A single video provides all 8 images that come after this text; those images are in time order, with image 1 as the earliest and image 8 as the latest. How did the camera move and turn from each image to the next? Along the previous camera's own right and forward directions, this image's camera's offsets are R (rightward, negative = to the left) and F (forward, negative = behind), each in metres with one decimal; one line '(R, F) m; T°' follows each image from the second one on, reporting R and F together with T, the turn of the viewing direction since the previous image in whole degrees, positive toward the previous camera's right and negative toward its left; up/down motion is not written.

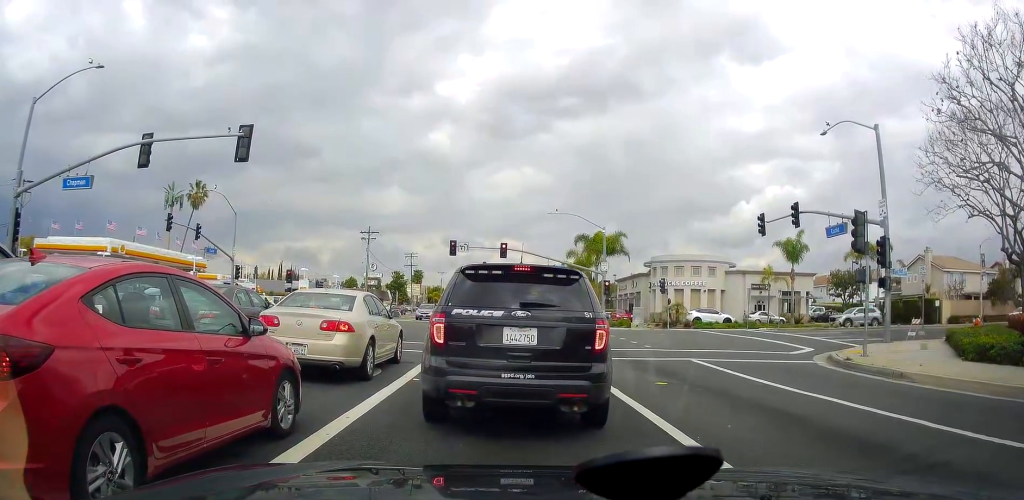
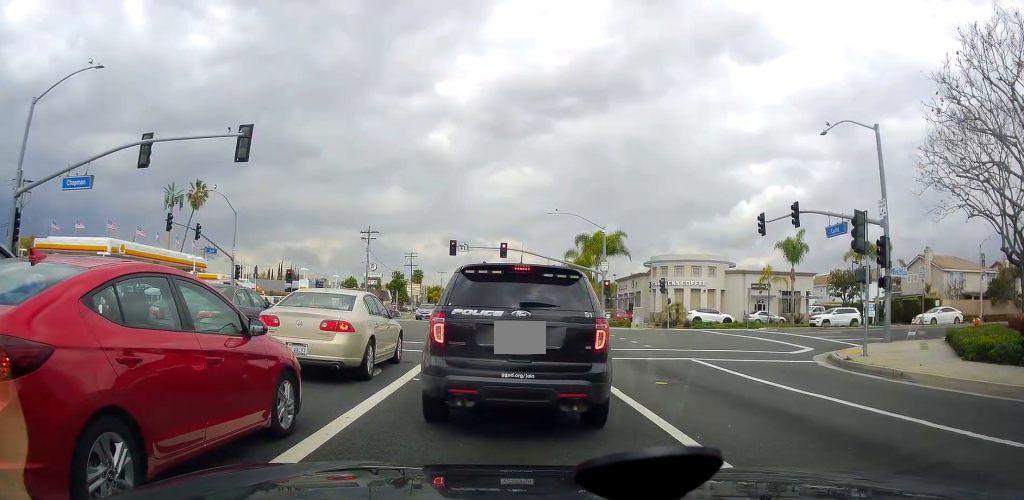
(0.0, -0.1) m; 0°
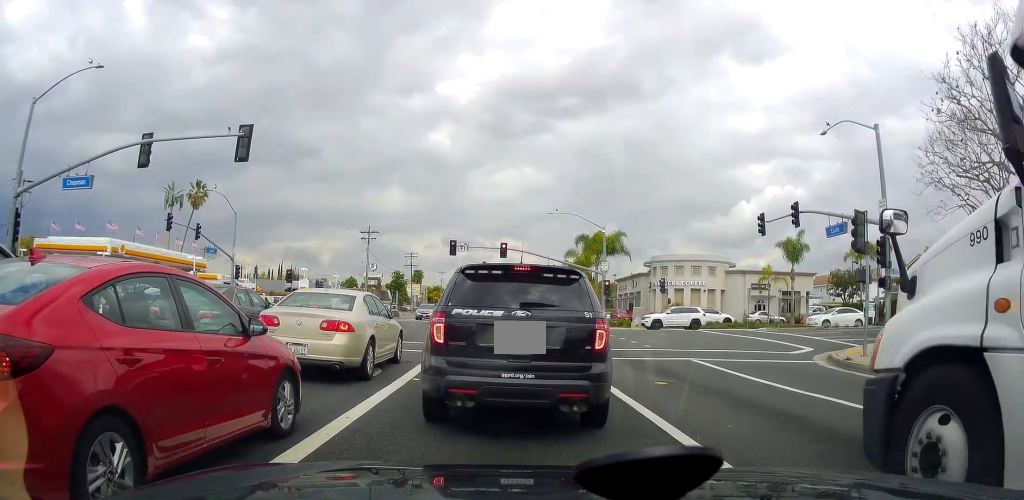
(0.0, 0.0) m; 0°
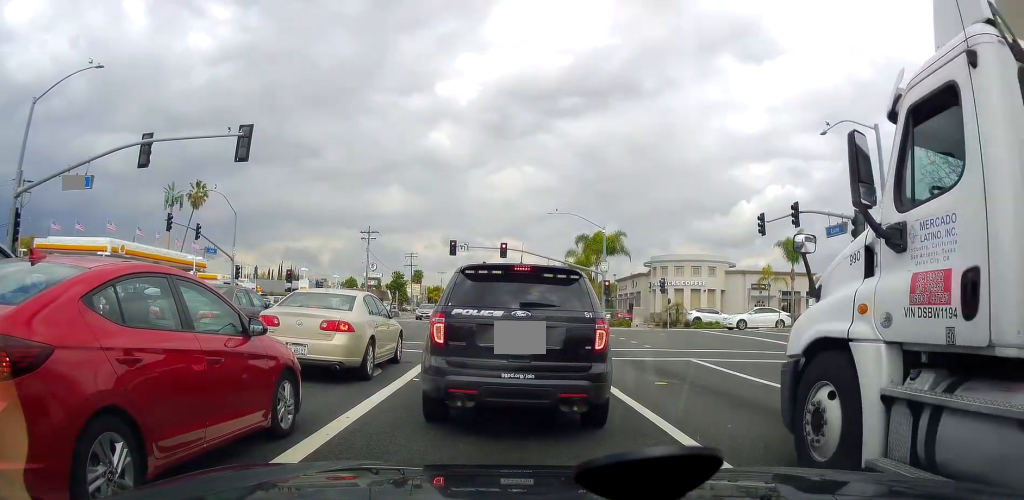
(0.0, 0.0) m; 0°
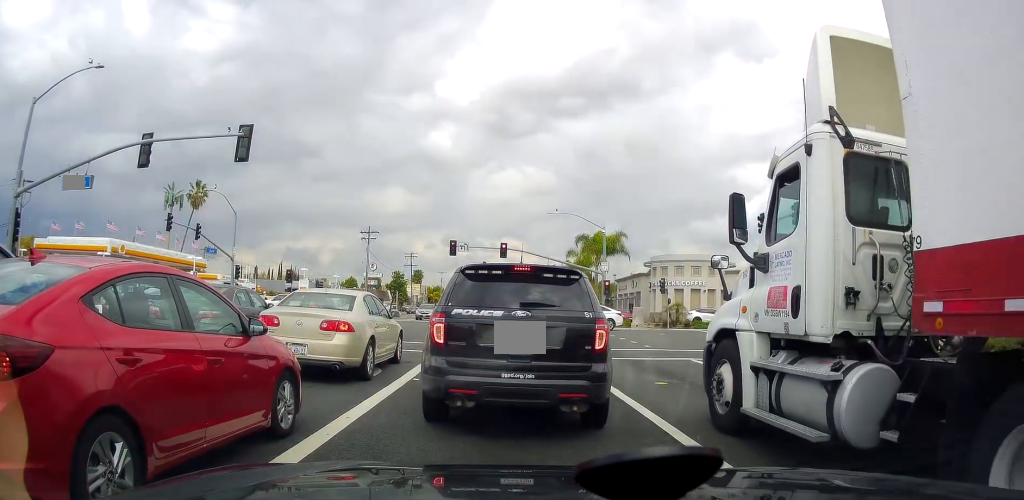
(0.0, 0.0) m; 0°
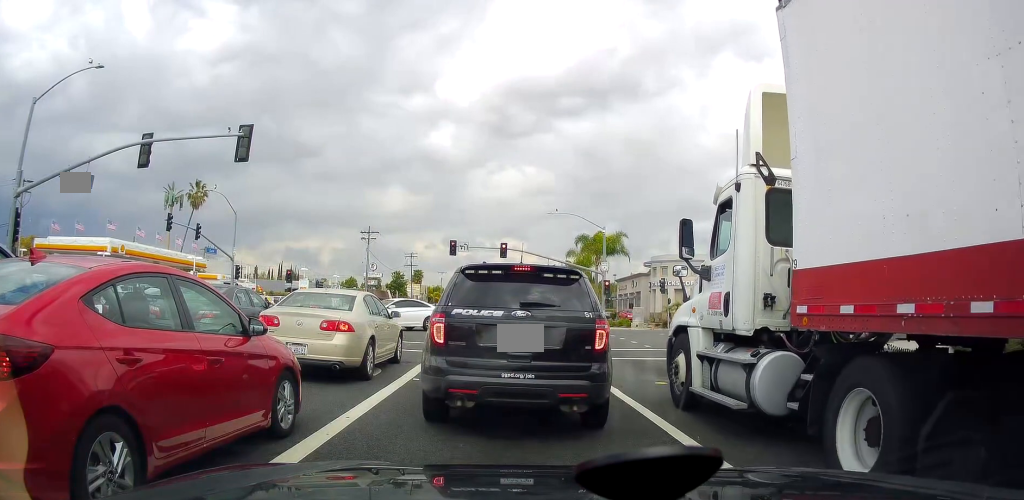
(0.0, 0.0) m; 0°
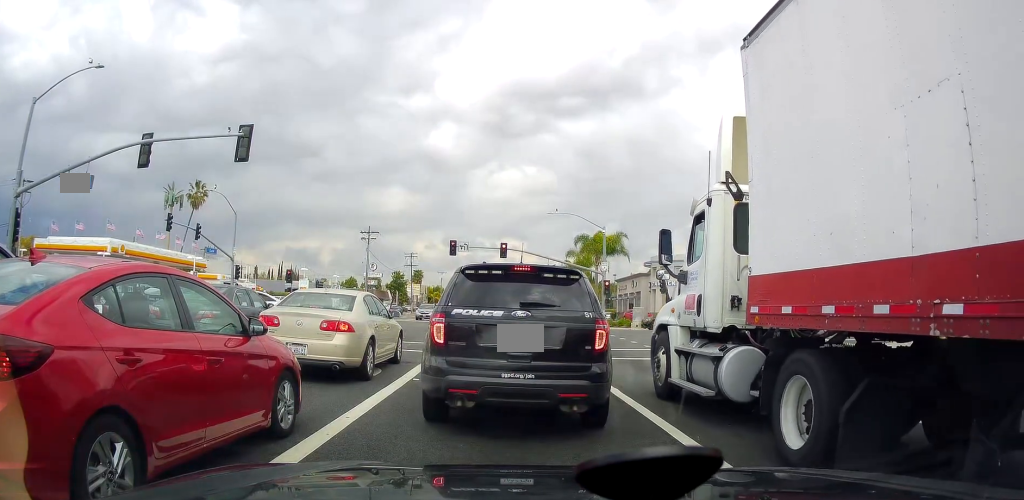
(0.0, 0.0) m; 0°
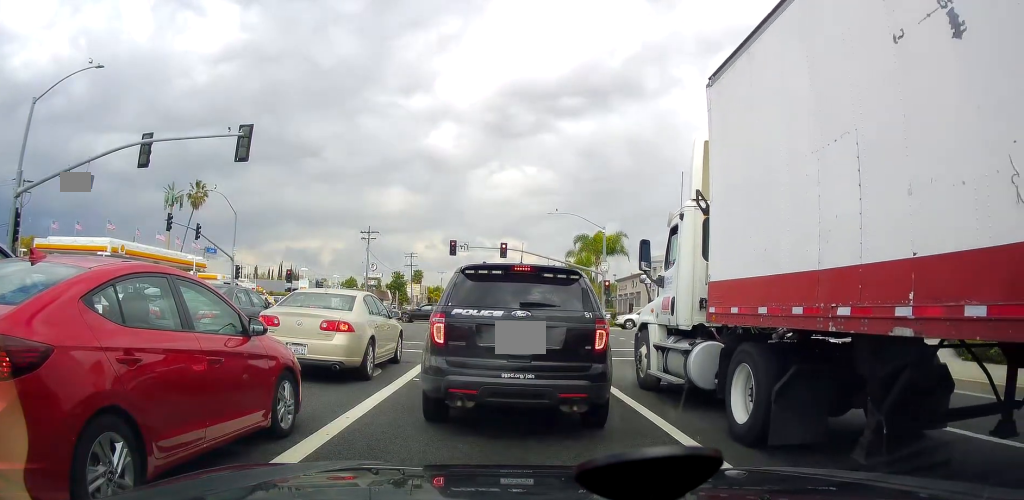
(0.0, 0.0) m; 0°
